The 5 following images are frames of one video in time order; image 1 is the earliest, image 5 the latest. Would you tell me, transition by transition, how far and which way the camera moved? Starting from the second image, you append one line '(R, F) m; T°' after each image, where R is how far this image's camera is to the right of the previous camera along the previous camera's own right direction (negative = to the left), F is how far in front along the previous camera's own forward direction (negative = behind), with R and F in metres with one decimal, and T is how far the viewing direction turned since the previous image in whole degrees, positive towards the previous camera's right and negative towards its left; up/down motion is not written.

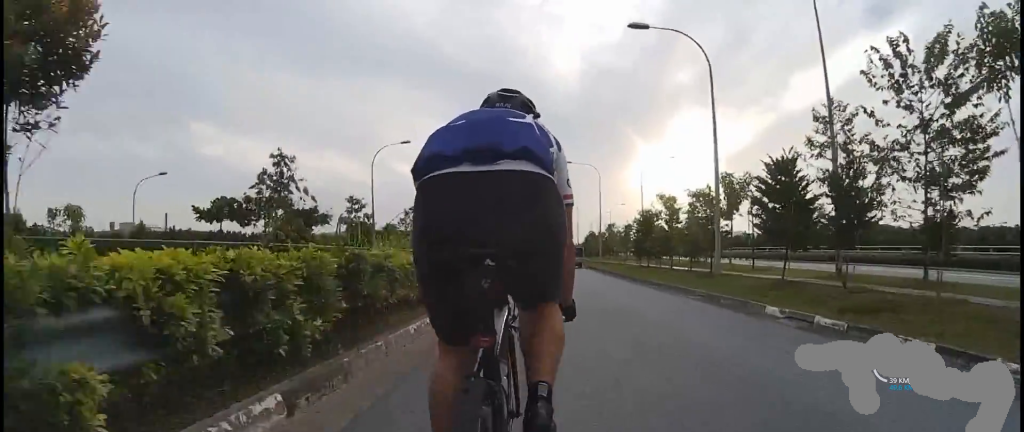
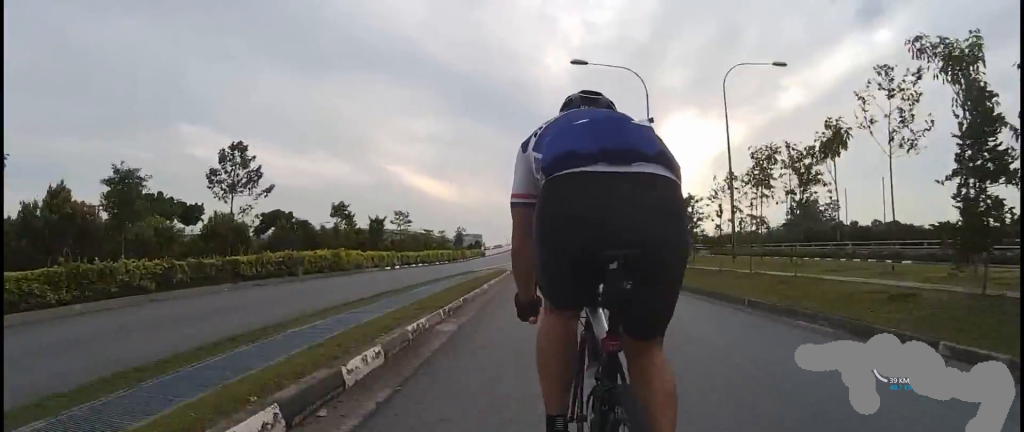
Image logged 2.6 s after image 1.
(0.0, +28.9) m; 0°
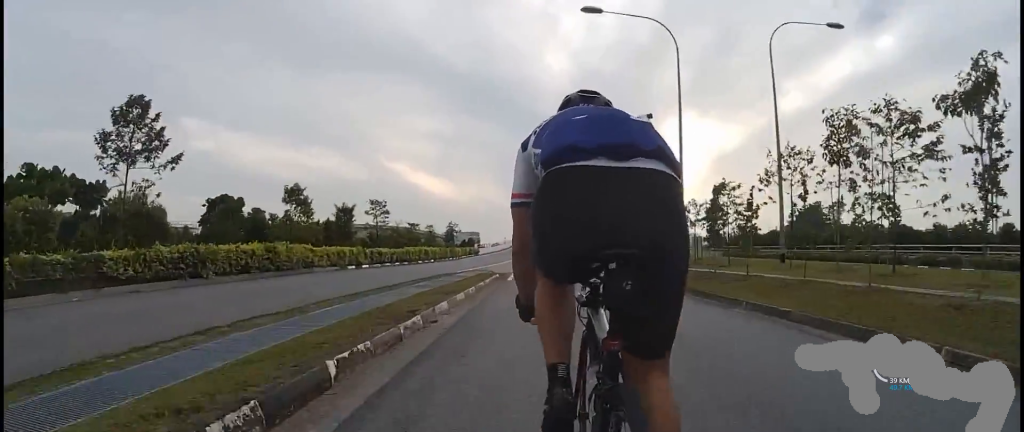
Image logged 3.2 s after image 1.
(0.0, +6.2) m; 0°
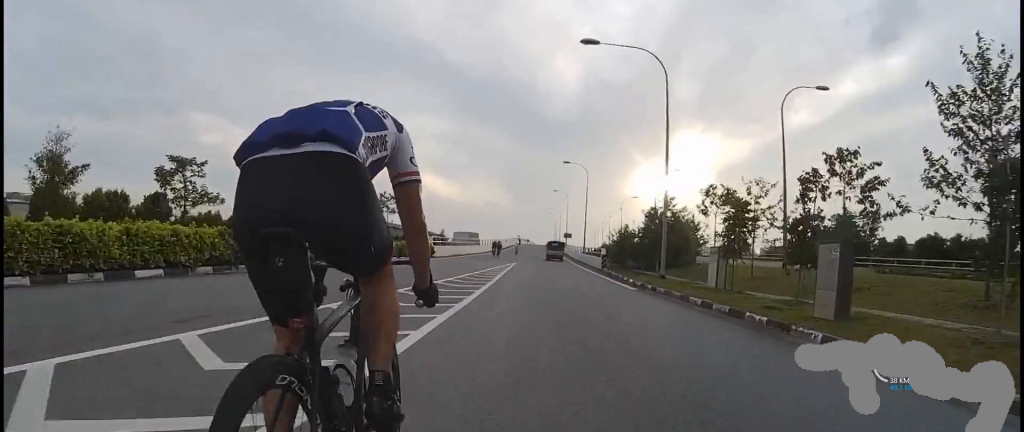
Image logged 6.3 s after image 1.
(0.0, +33.3) m; 0°
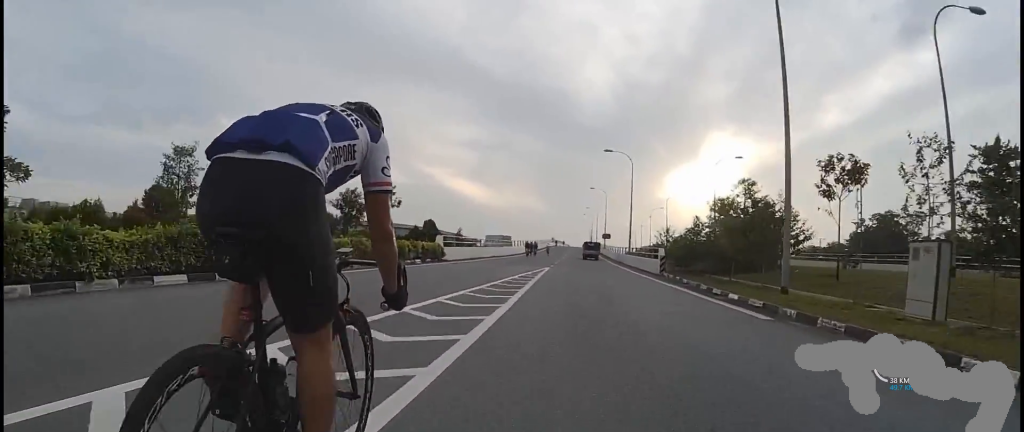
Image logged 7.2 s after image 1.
(0.0, +9.1) m; 0°
